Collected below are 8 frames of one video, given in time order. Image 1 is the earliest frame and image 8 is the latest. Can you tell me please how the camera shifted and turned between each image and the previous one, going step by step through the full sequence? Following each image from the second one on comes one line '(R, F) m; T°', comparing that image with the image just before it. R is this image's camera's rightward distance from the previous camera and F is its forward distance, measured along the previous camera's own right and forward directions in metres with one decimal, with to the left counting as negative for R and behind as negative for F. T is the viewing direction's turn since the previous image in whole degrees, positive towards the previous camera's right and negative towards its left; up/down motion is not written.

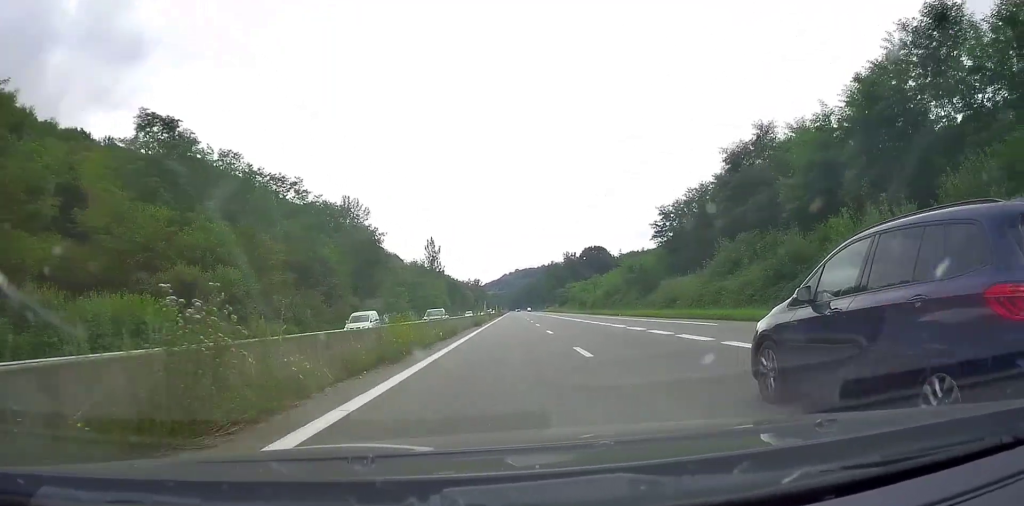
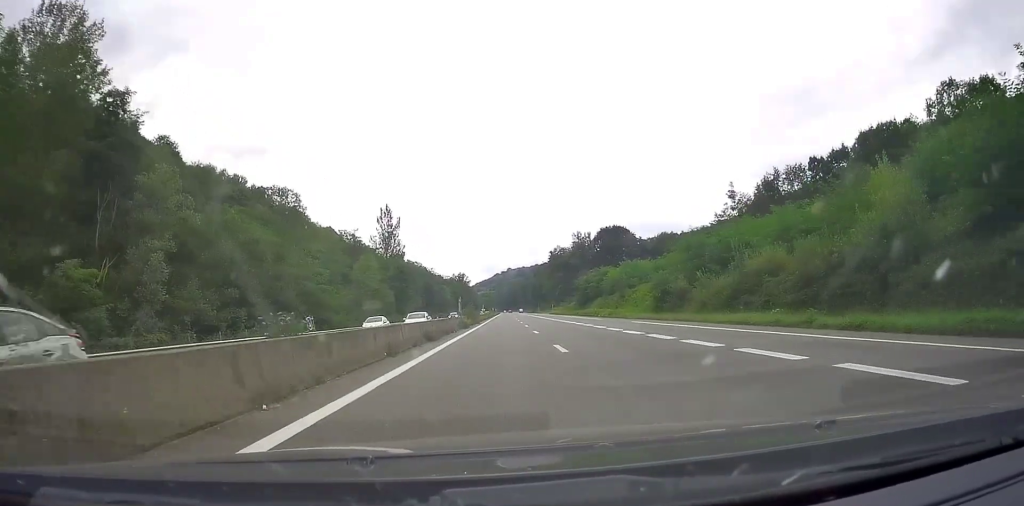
(+1.6, +75.6) m; +1°
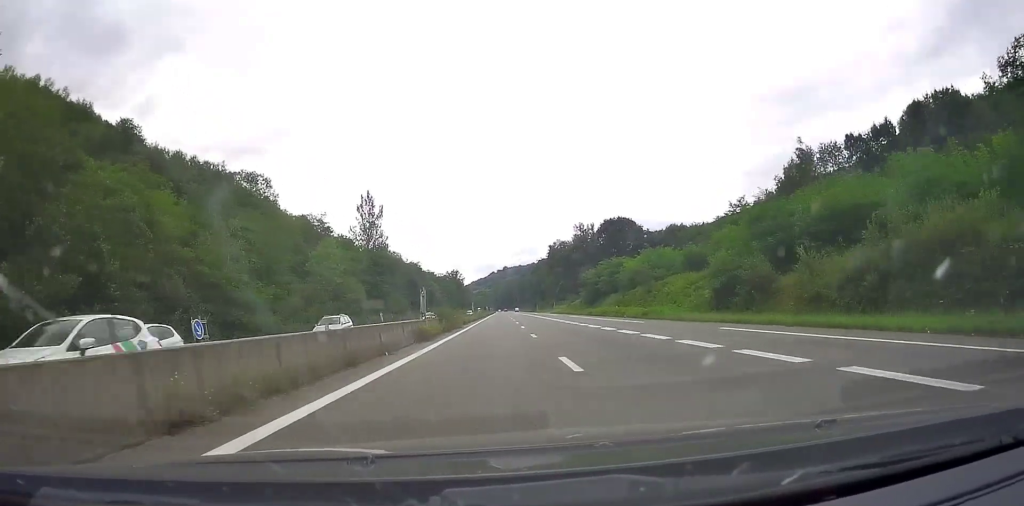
(-0.2, +18.1) m; 0°
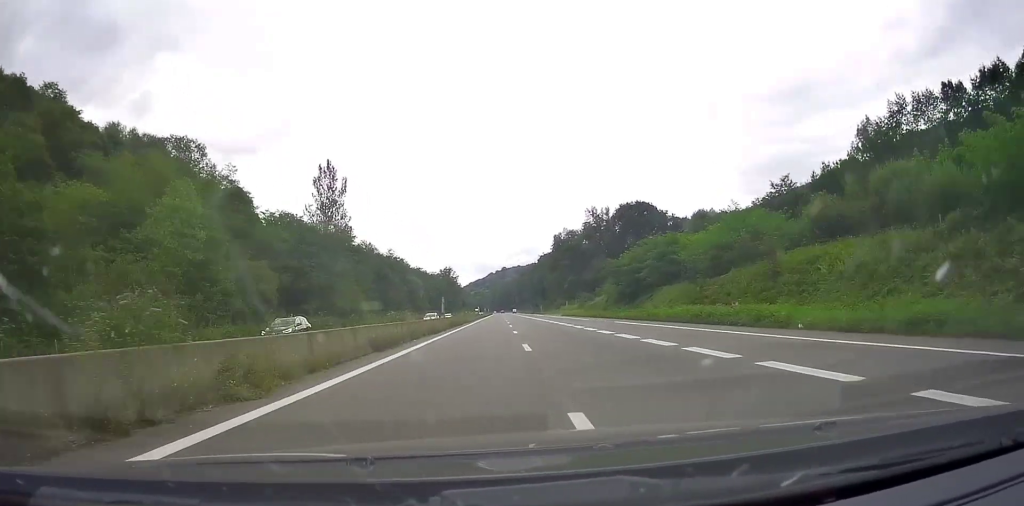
(+0.1, +33.2) m; 0°
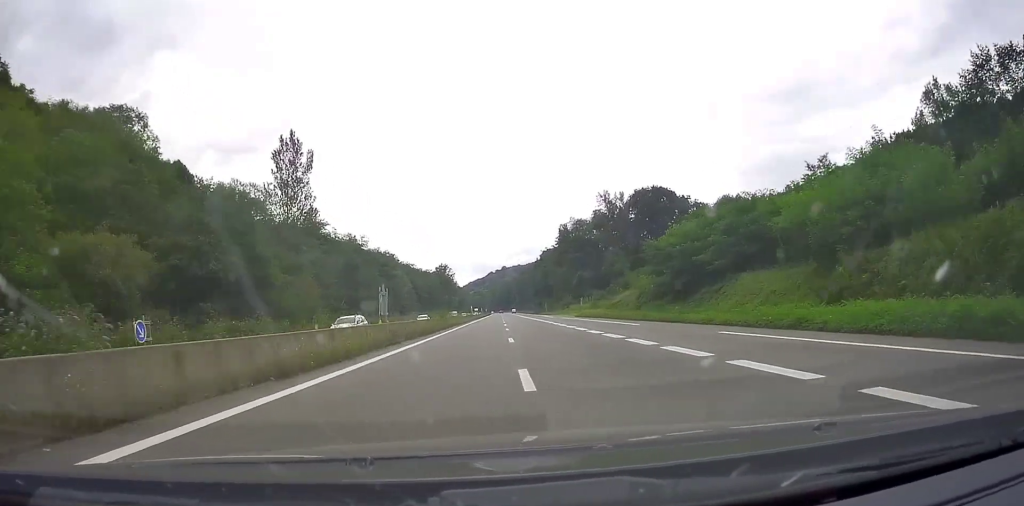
(0.0, +21.3) m; 0°
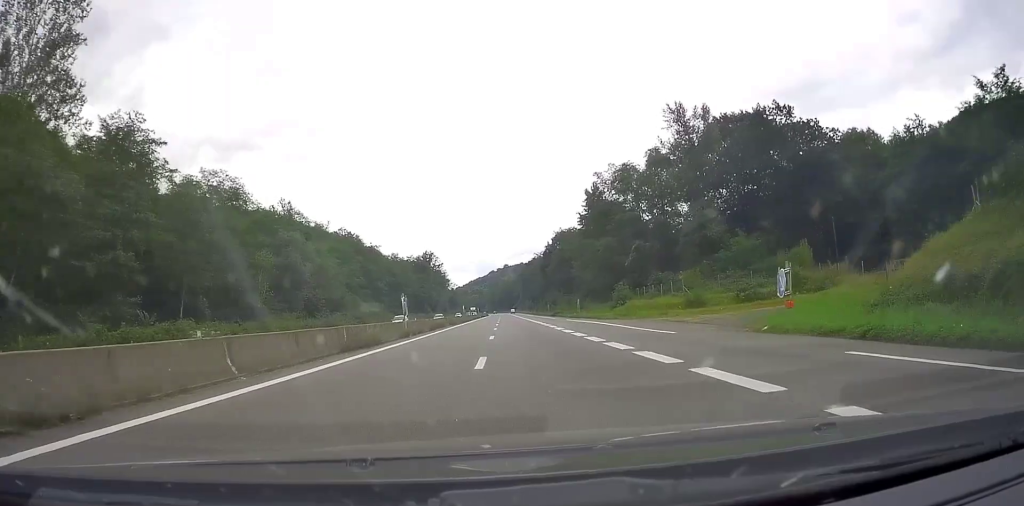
(0.0, +61.7) m; 0°
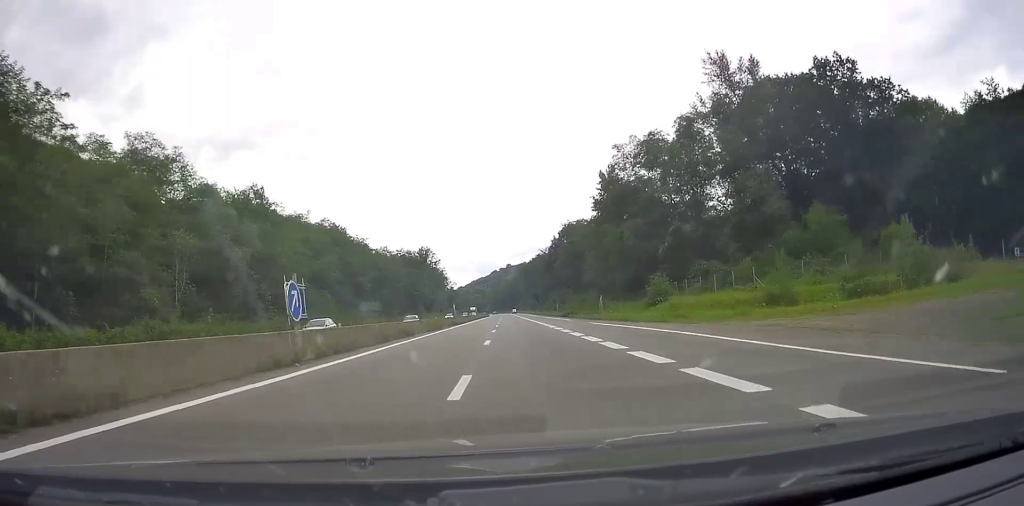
(0.0, +17.2) m; 0°
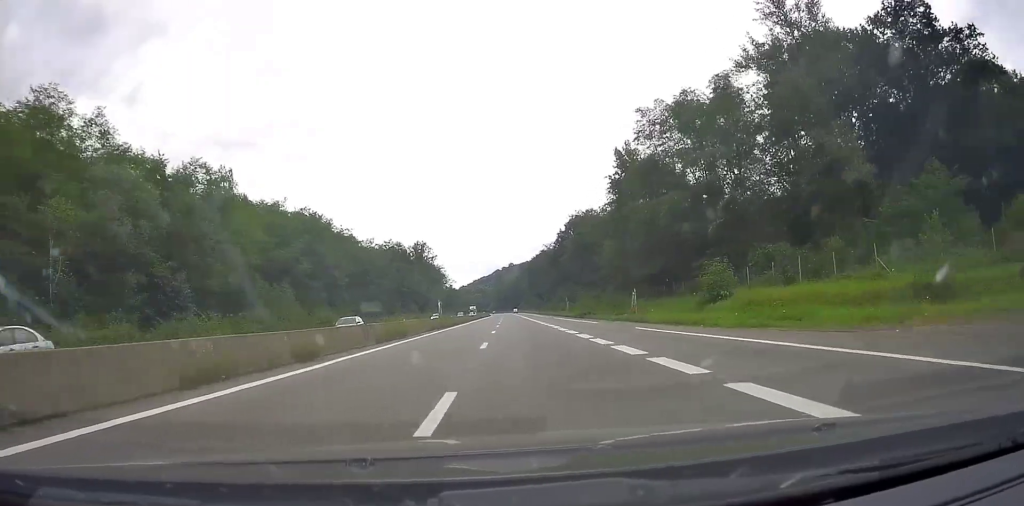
(0.0, +15.3) m; -1°
